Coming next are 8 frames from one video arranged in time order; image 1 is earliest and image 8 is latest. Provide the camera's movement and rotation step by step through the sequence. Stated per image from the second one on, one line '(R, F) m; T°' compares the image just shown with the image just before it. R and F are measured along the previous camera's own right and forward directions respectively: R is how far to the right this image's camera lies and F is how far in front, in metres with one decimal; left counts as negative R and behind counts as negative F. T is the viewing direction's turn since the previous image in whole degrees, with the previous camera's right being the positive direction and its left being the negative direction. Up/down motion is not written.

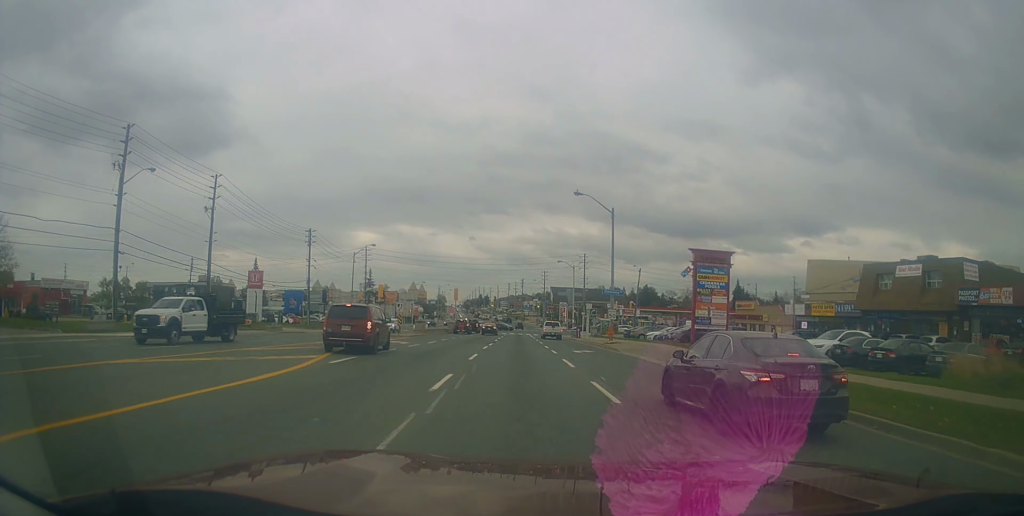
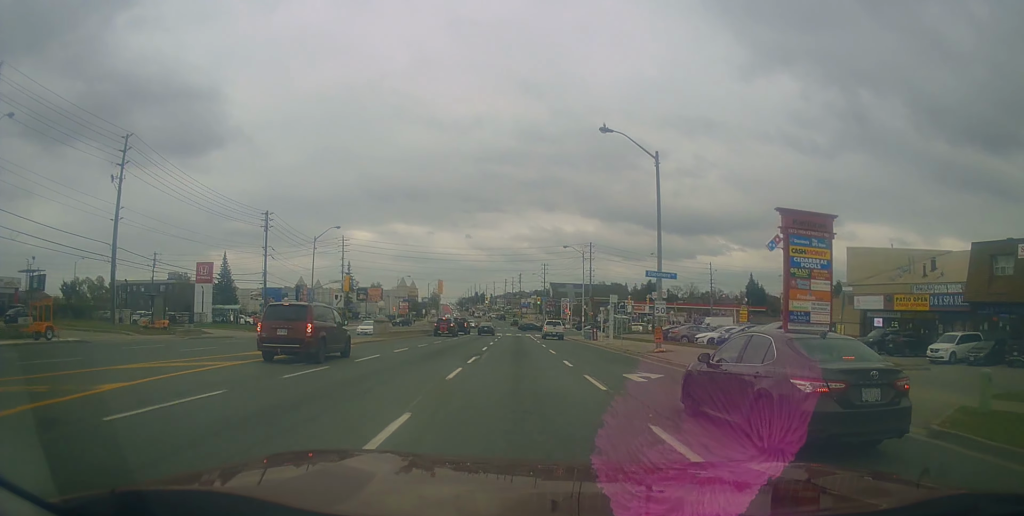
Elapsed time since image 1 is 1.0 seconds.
(+0.1, +15.0) m; 0°
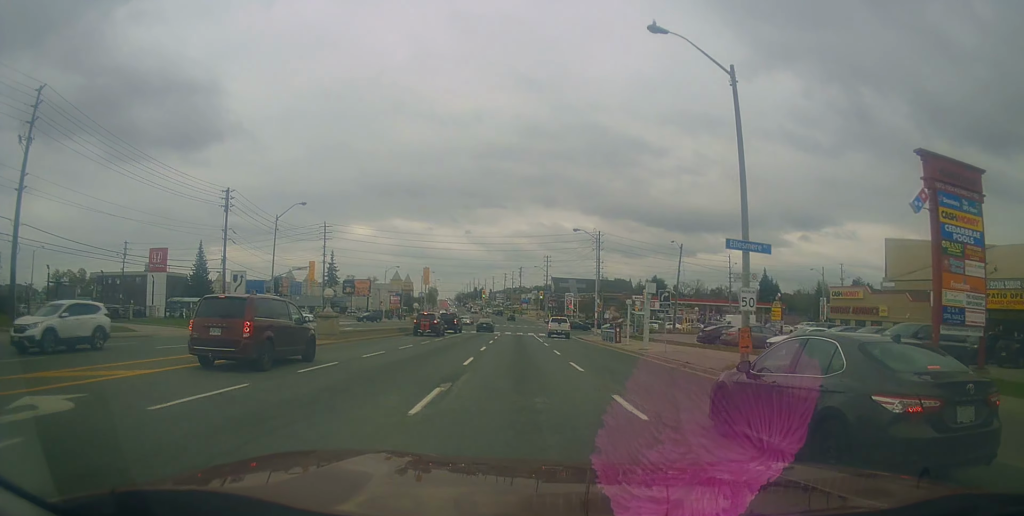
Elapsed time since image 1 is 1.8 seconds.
(0.0, +11.2) m; -1°
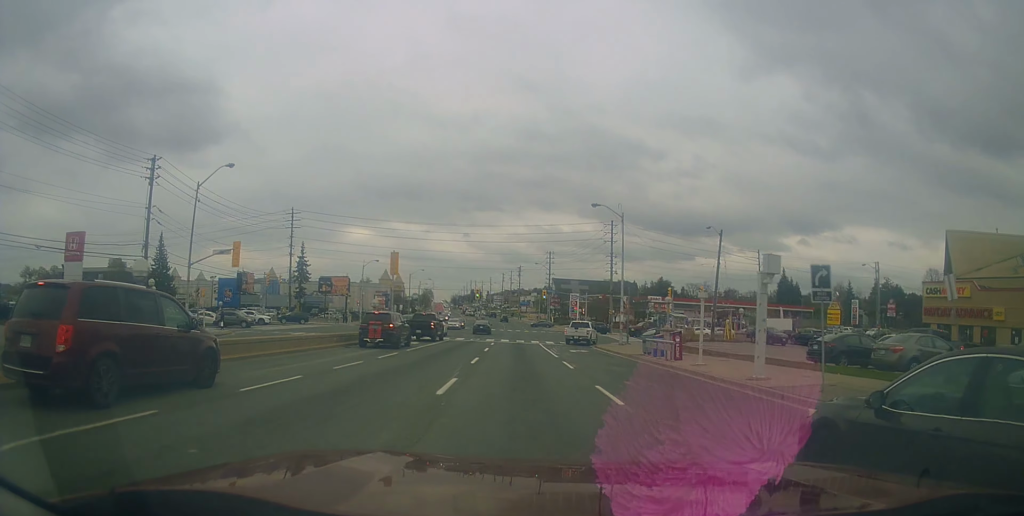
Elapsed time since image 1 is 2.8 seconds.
(-0.2, +14.9) m; -1°
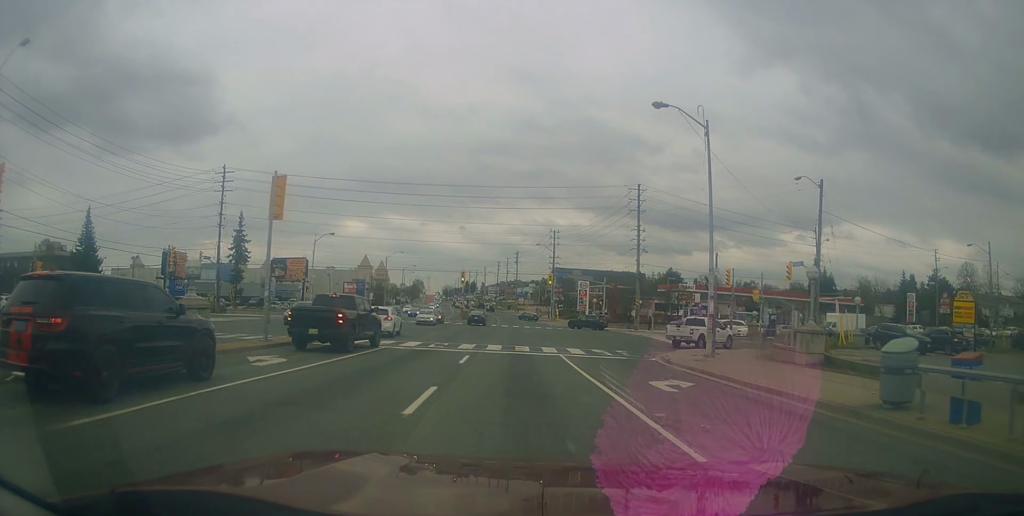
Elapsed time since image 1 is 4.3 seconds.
(+0.2, +21.3) m; +1°
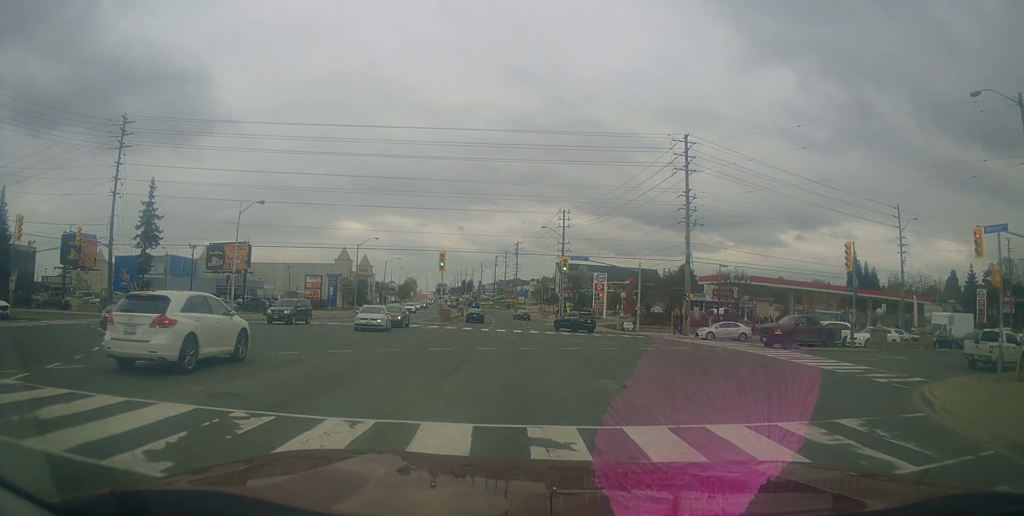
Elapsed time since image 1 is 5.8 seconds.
(+0.1, +20.2) m; +1°
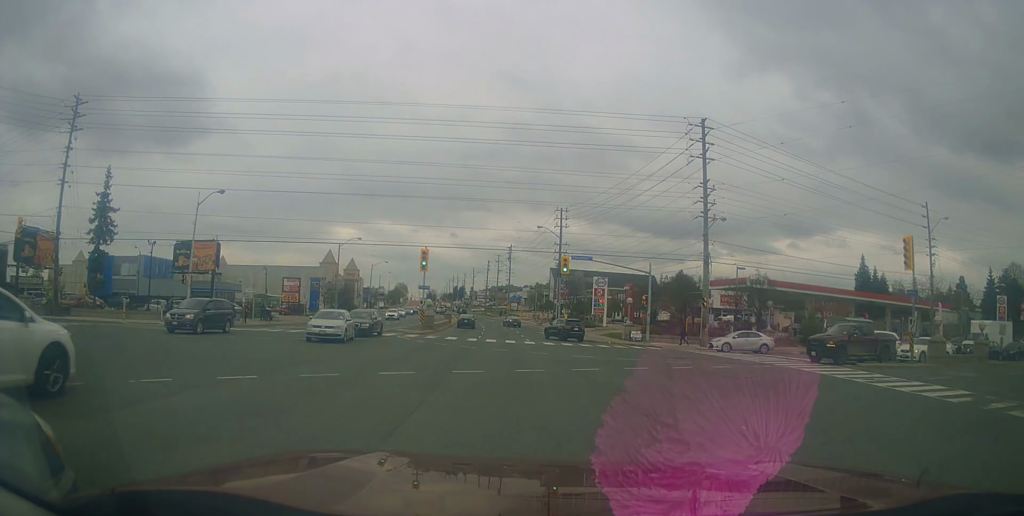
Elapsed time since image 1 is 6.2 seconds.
(0.0, +6.5) m; +1°
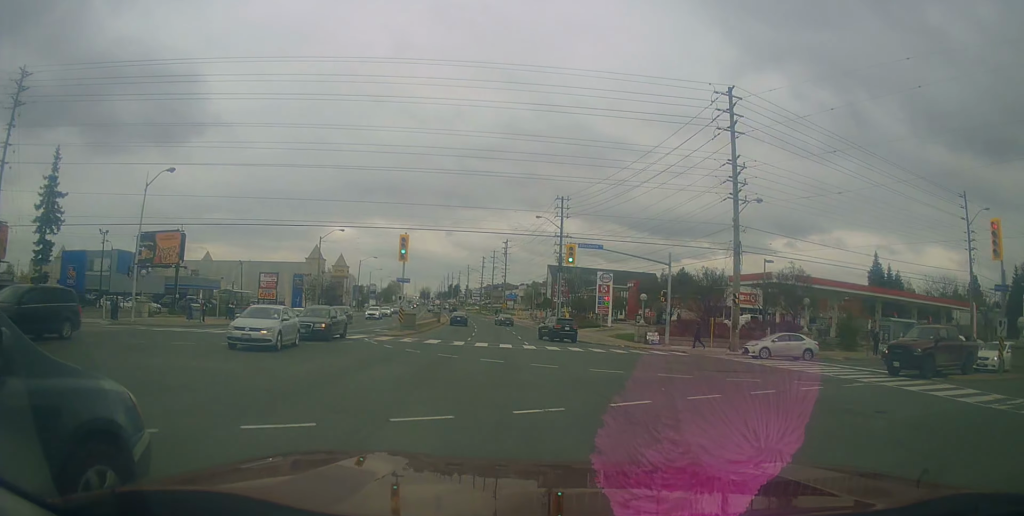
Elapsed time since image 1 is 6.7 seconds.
(+0.2, +6.7) m; 0°
